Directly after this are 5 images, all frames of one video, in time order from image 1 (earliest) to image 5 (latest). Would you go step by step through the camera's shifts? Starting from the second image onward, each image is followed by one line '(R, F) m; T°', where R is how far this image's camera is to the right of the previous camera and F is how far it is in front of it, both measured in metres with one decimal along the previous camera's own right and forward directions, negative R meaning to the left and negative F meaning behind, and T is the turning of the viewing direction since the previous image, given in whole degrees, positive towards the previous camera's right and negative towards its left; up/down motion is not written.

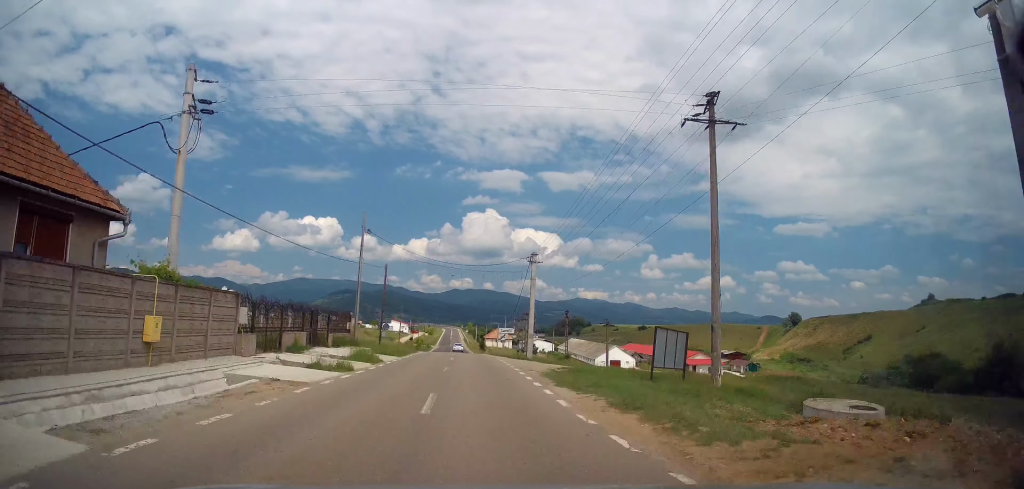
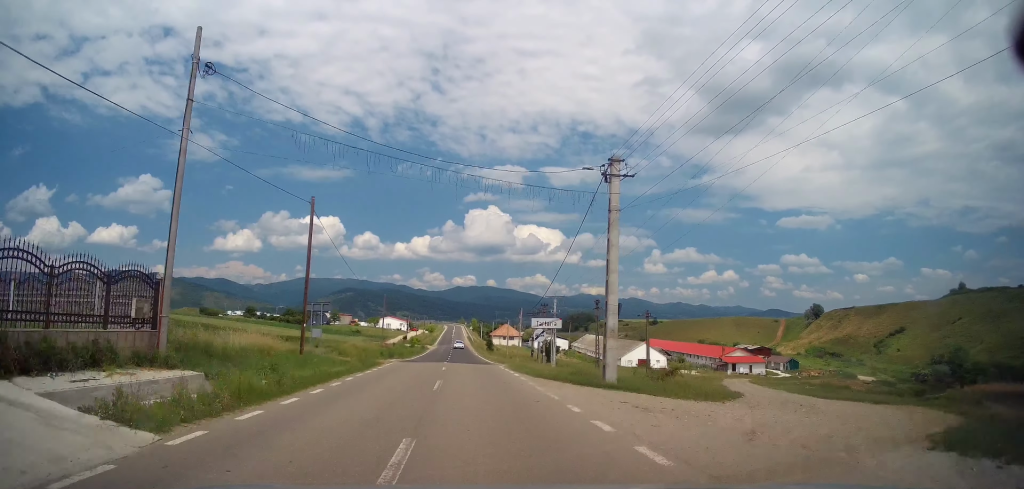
(-0.4, +23.3) m; -1°
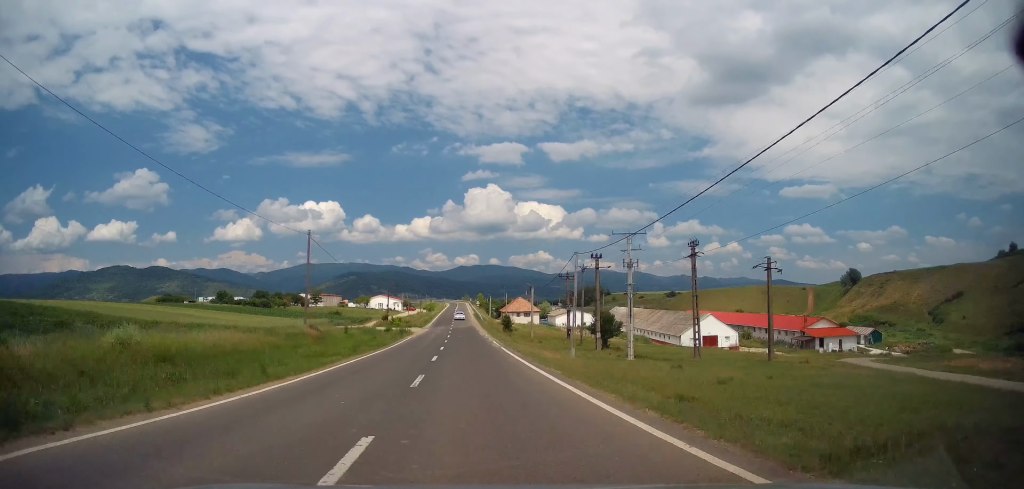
(+0.6, +36.0) m; +1°
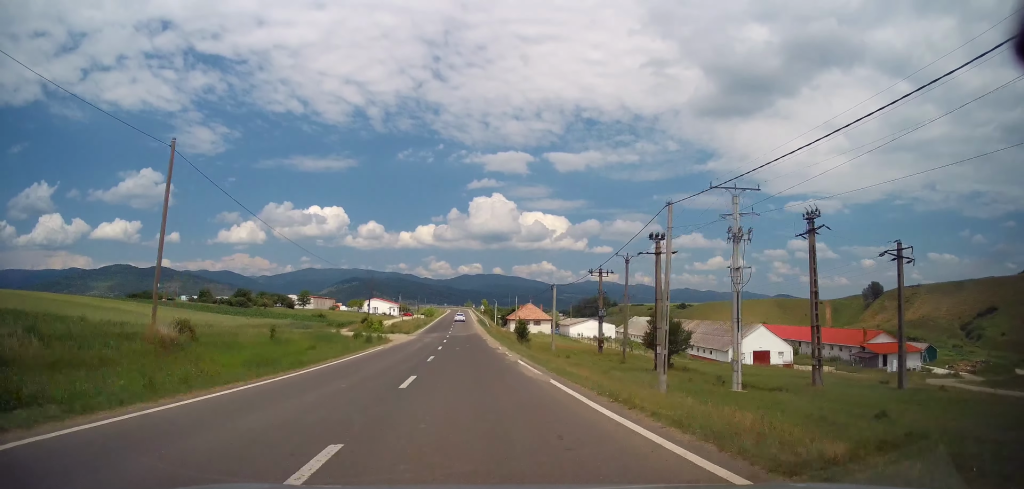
(-0.3, +18.3) m; -2°
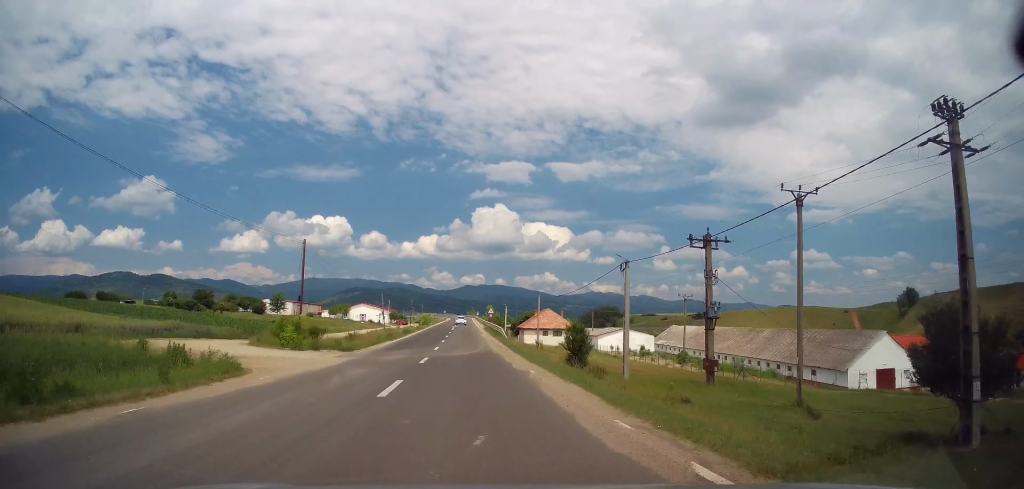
(-0.1, +29.3) m; 0°
